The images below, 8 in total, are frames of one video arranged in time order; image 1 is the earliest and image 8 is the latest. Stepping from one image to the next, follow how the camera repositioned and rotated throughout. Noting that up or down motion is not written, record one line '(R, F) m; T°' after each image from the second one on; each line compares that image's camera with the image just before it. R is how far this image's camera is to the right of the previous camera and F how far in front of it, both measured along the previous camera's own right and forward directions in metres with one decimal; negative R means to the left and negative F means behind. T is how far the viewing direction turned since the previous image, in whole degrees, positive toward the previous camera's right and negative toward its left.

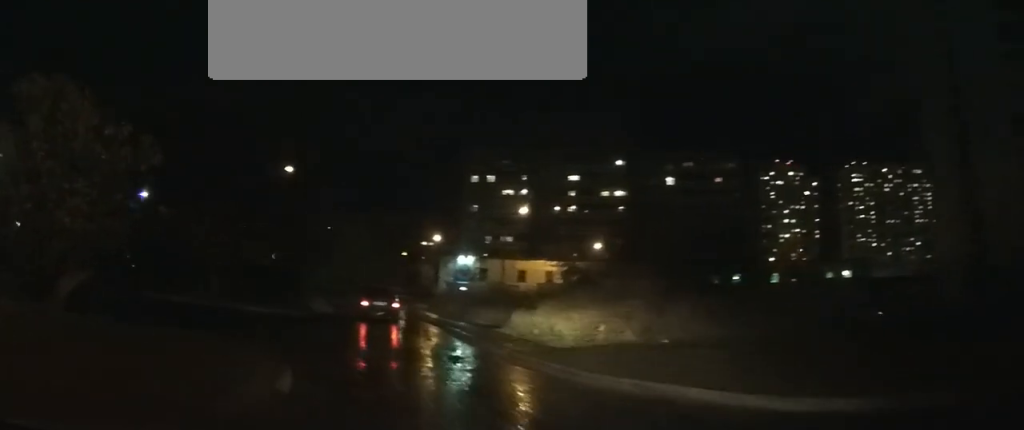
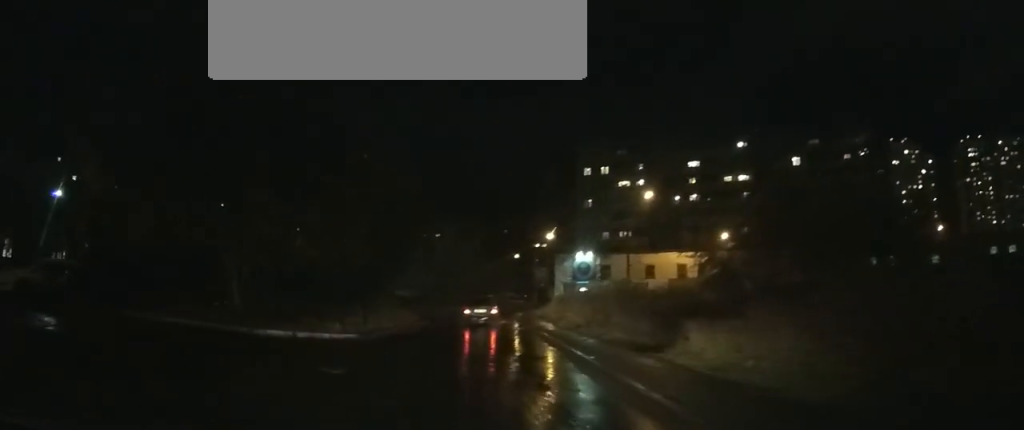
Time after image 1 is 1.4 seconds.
(0.0, +7.7) m; 0°
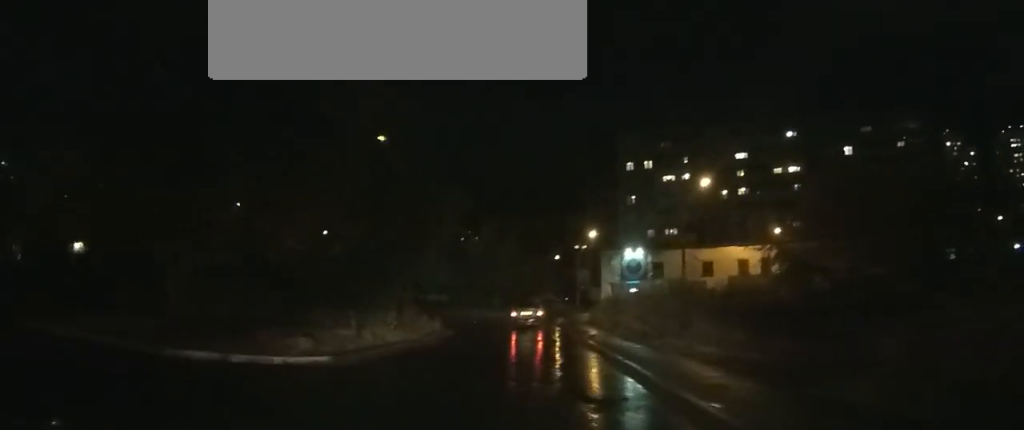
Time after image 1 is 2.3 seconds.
(0.0, +4.8) m; 0°
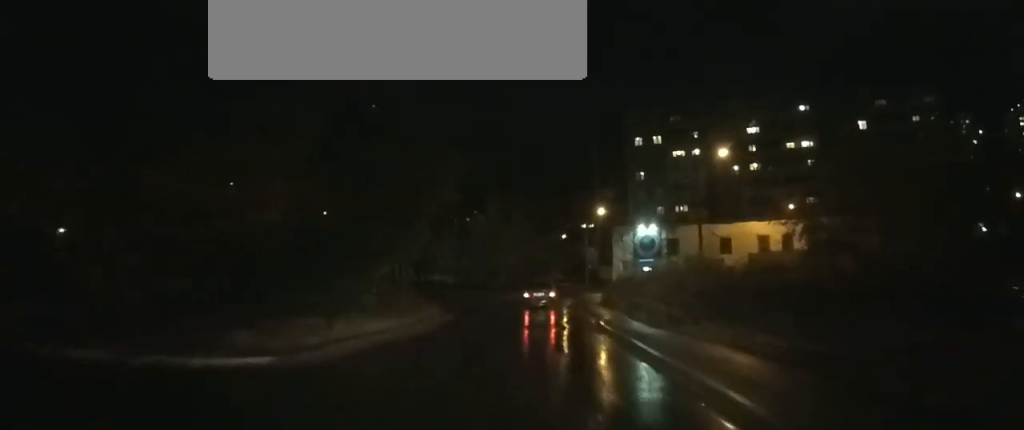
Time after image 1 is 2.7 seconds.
(0.0, +2.4) m; 0°
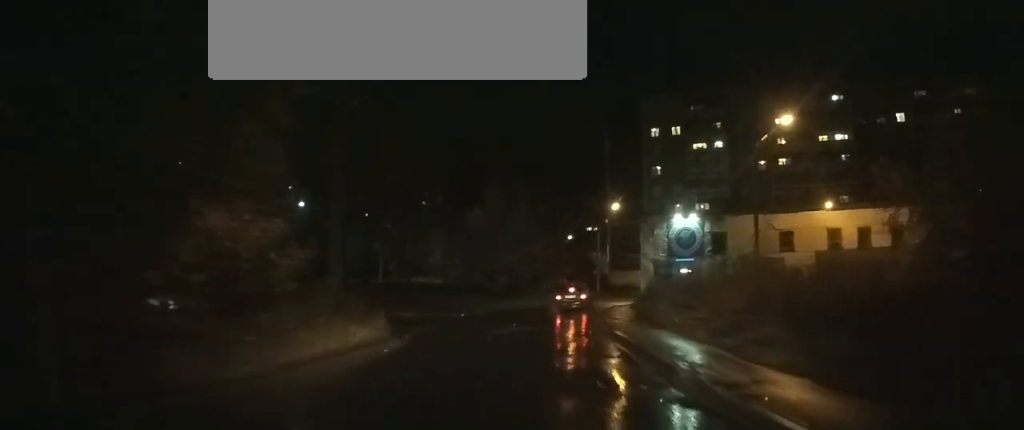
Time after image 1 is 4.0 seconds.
(-0.1, +8.5) m; -6°
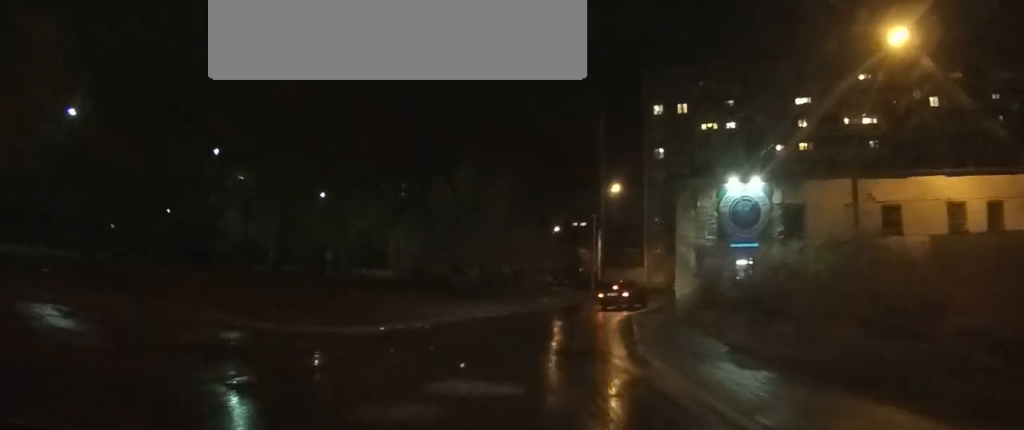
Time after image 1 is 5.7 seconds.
(-1.3, +10.9) m; -9°
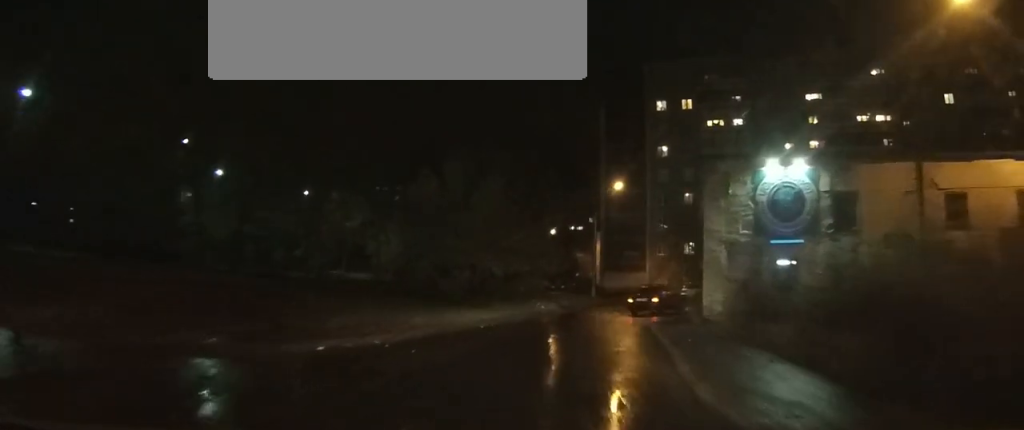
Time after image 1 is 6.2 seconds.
(0.0, +3.9) m; 0°
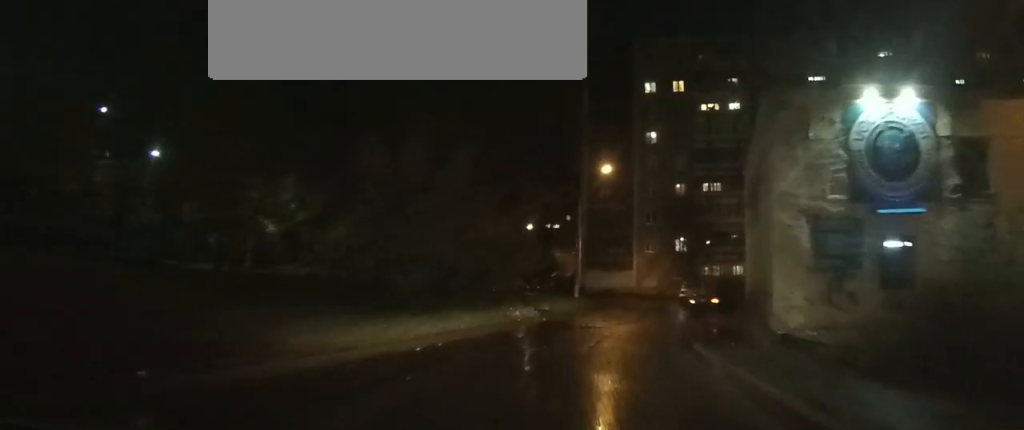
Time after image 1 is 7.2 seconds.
(0.0, +6.6) m; +3°
